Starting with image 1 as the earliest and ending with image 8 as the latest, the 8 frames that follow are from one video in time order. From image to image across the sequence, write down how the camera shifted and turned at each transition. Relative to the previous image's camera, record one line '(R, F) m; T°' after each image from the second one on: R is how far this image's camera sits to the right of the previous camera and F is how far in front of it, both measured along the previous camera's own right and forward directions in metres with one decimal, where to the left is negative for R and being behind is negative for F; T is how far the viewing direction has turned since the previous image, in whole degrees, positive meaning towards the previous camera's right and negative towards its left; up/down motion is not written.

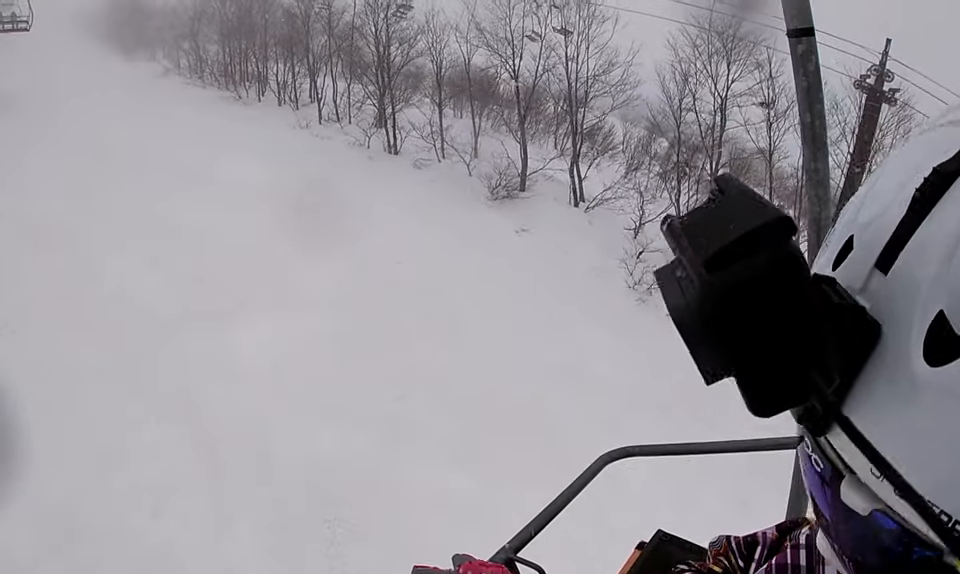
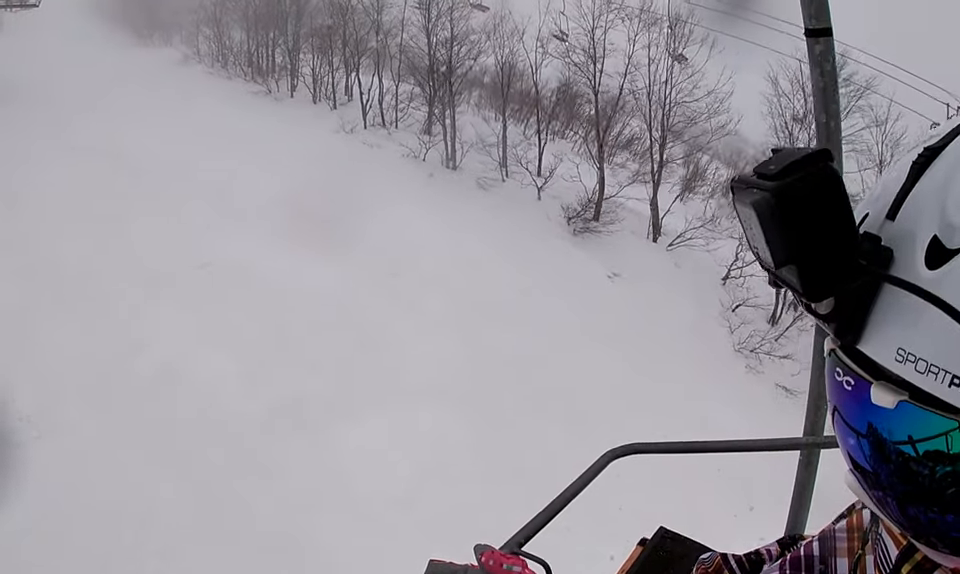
(0.0, +3.0) m; 0°
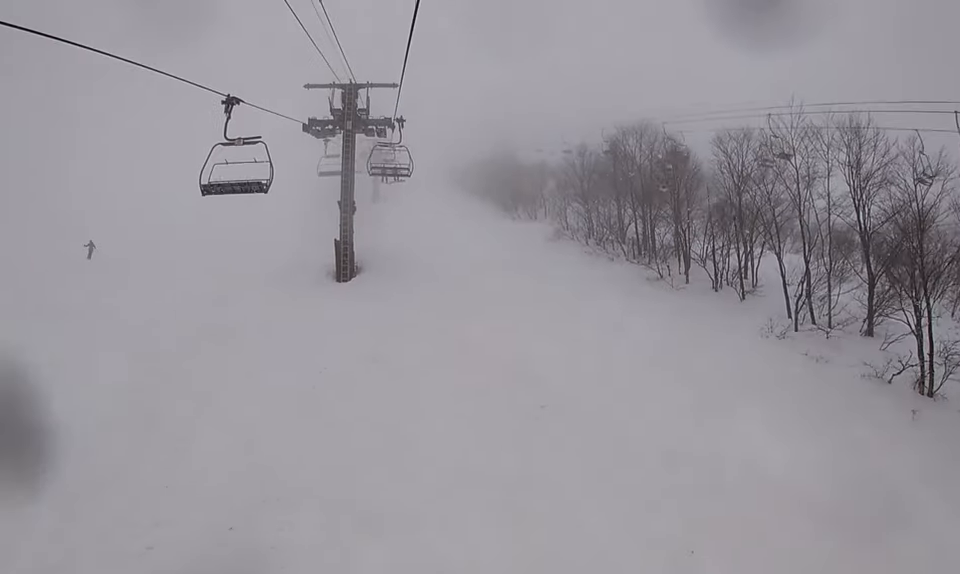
(0.0, +5.2) m; 0°
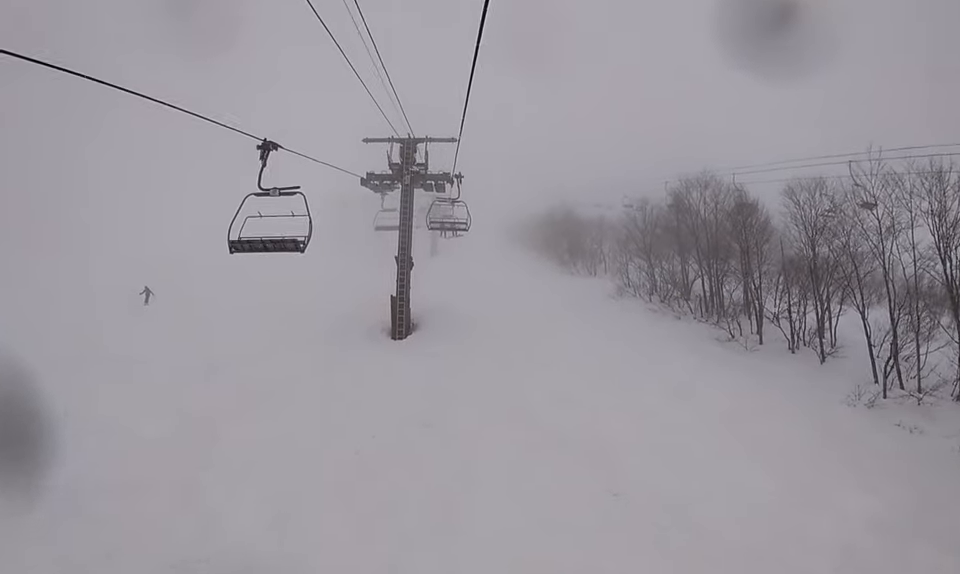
(0.0, +1.1) m; 0°
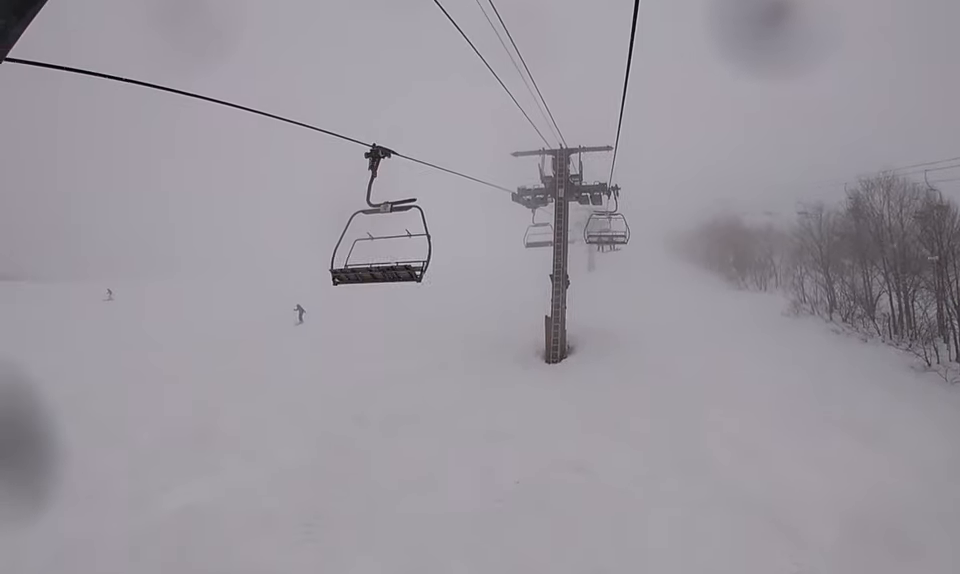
(0.0, +1.3) m; 0°
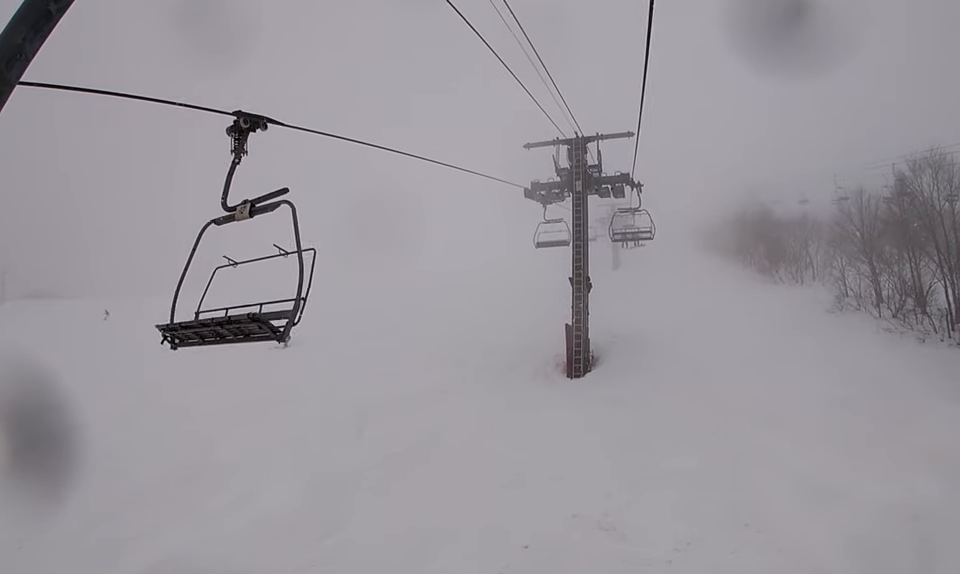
(0.0, +2.1) m; 0°
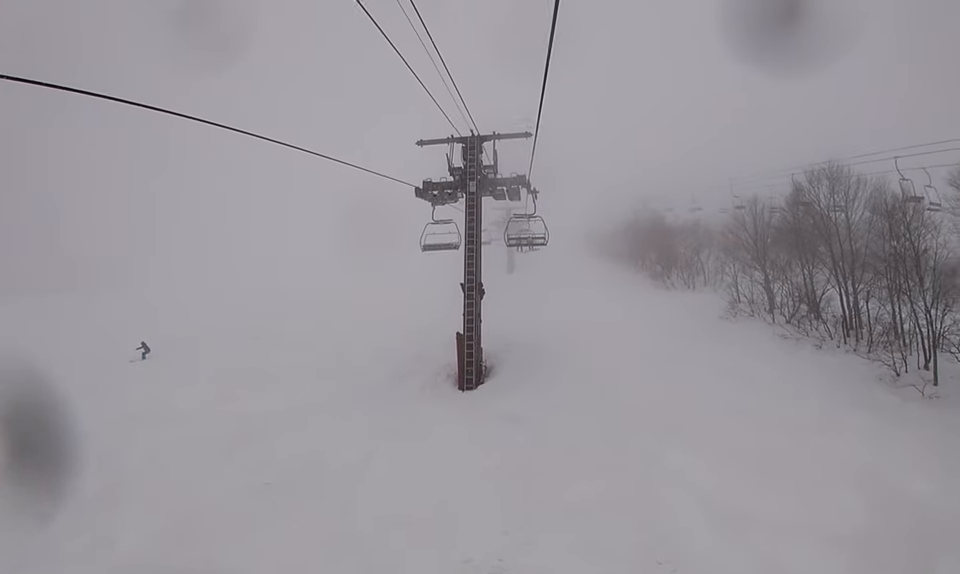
(0.0, +1.3) m; 0°
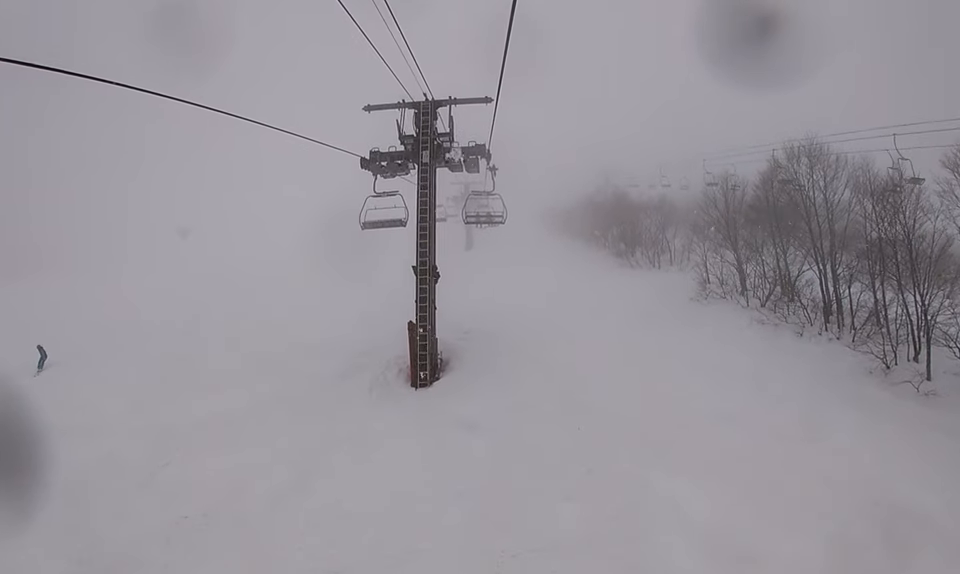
(0.0, +1.9) m; 0°
